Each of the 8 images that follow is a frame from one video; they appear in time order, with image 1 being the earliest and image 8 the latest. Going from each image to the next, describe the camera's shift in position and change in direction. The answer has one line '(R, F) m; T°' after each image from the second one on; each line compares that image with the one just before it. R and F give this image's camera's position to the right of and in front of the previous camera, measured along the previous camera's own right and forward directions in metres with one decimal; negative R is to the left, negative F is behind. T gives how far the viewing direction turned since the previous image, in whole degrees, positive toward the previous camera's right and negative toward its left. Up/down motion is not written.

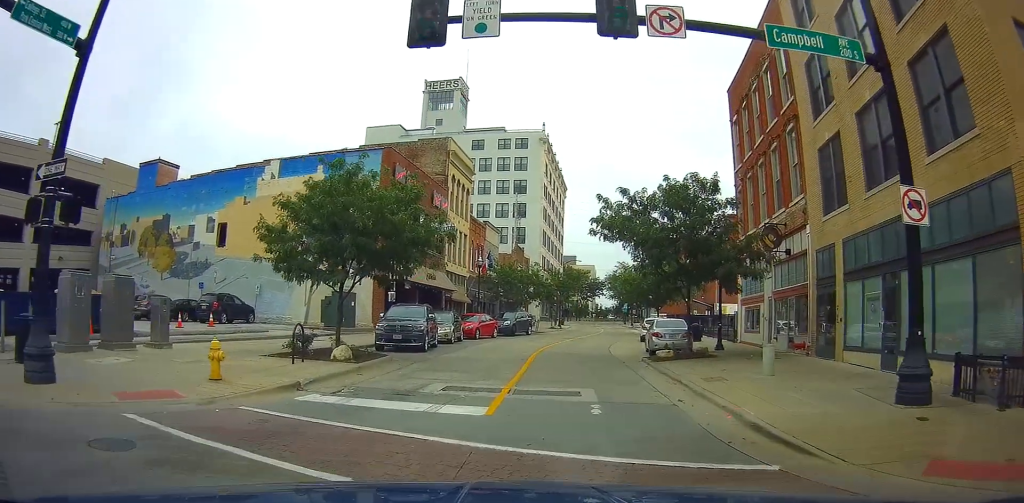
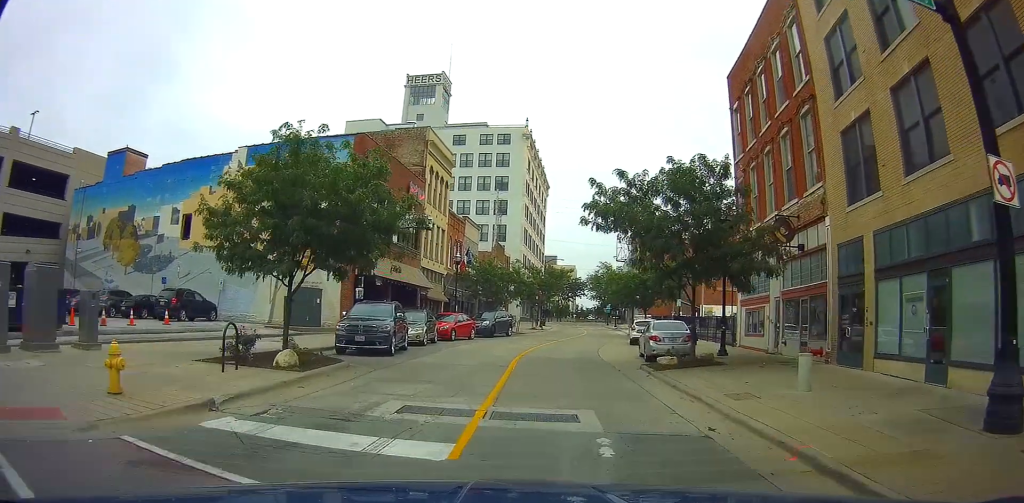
(0.0, +2.7) m; 0°
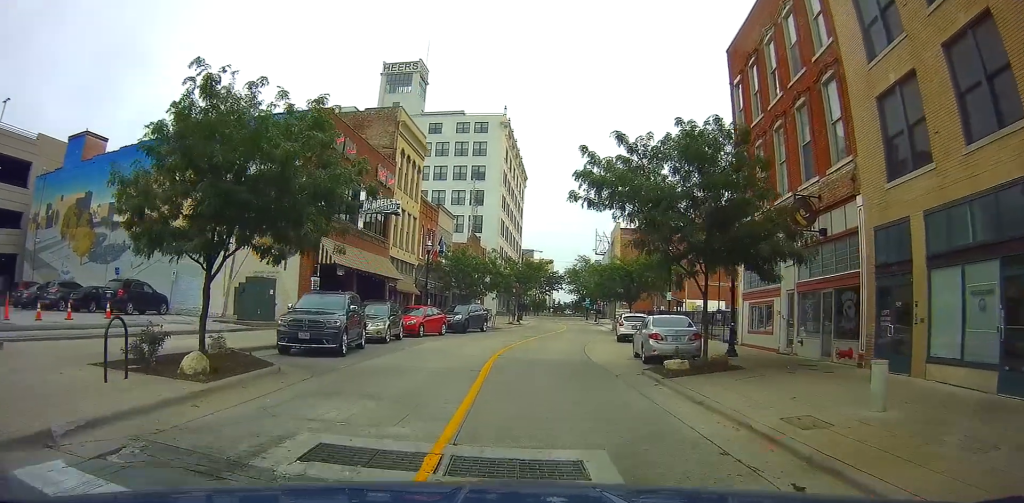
(0.0, +3.3) m; -1°
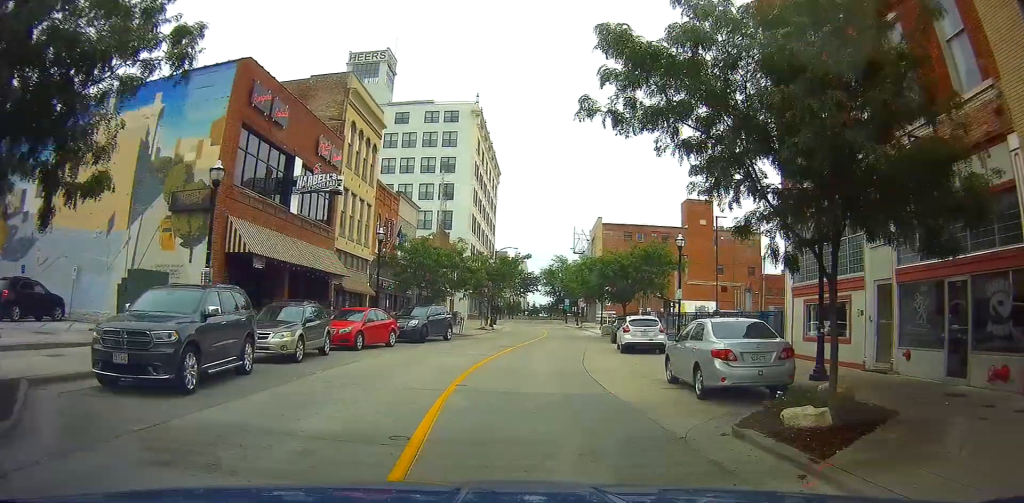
(-0.2, +7.4) m; -1°
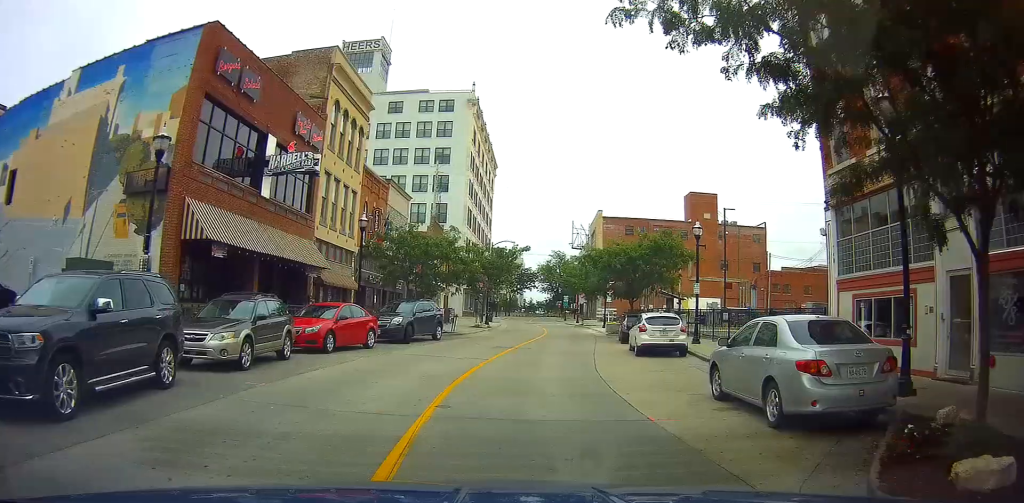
(+0.1, +3.2) m; +2°
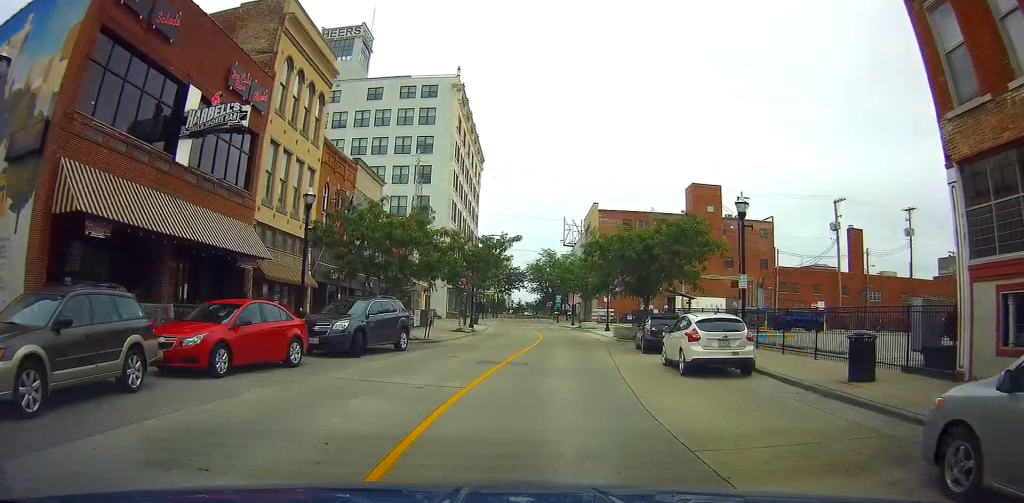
(+0.2, +6.2) m; +3°
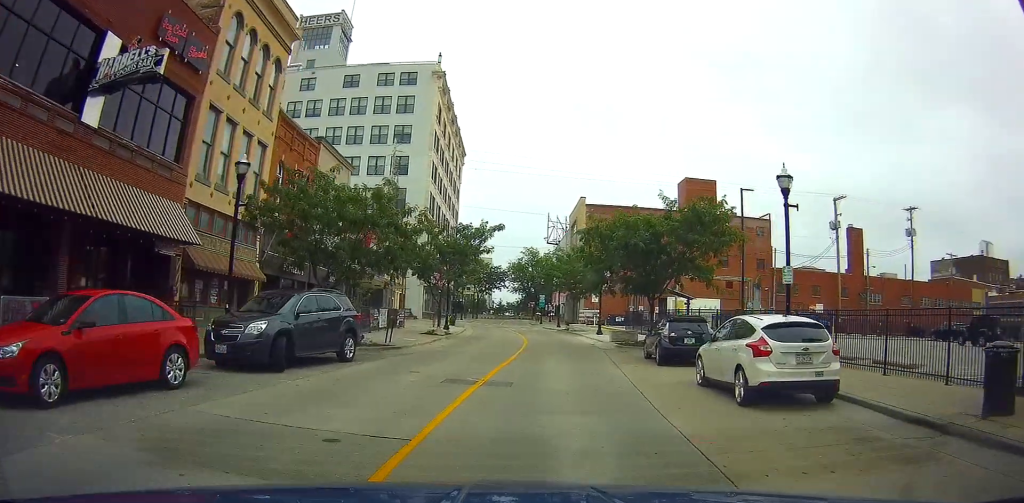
(+0.1, +4.5) m; +2°
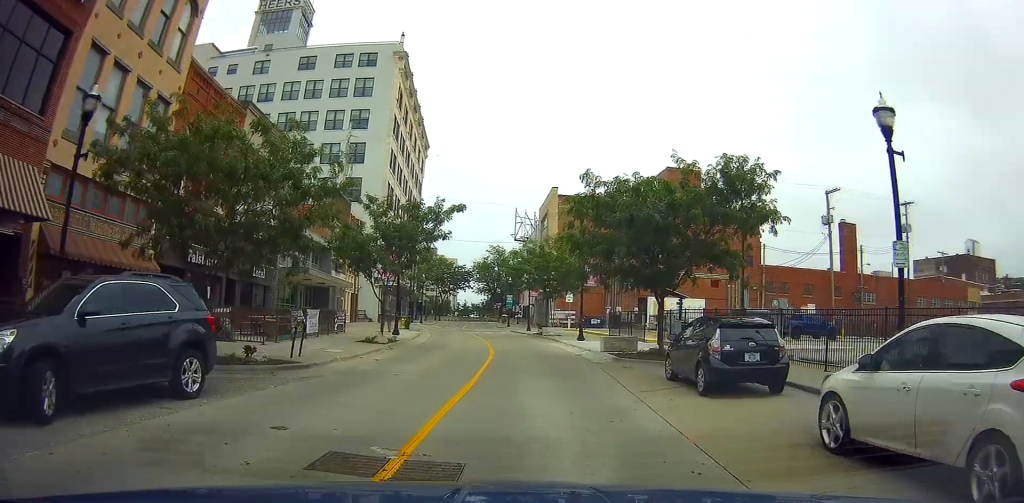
(+0.2, +6.1) m; +3°
